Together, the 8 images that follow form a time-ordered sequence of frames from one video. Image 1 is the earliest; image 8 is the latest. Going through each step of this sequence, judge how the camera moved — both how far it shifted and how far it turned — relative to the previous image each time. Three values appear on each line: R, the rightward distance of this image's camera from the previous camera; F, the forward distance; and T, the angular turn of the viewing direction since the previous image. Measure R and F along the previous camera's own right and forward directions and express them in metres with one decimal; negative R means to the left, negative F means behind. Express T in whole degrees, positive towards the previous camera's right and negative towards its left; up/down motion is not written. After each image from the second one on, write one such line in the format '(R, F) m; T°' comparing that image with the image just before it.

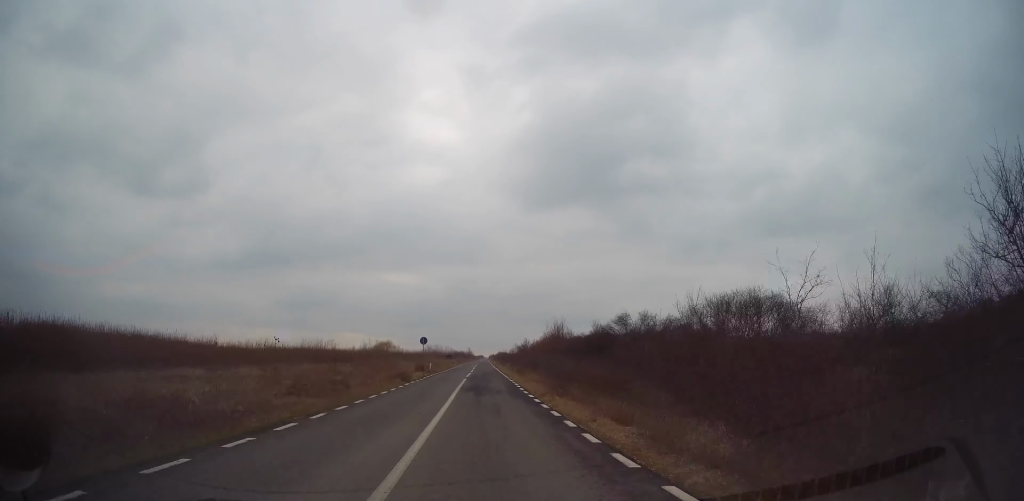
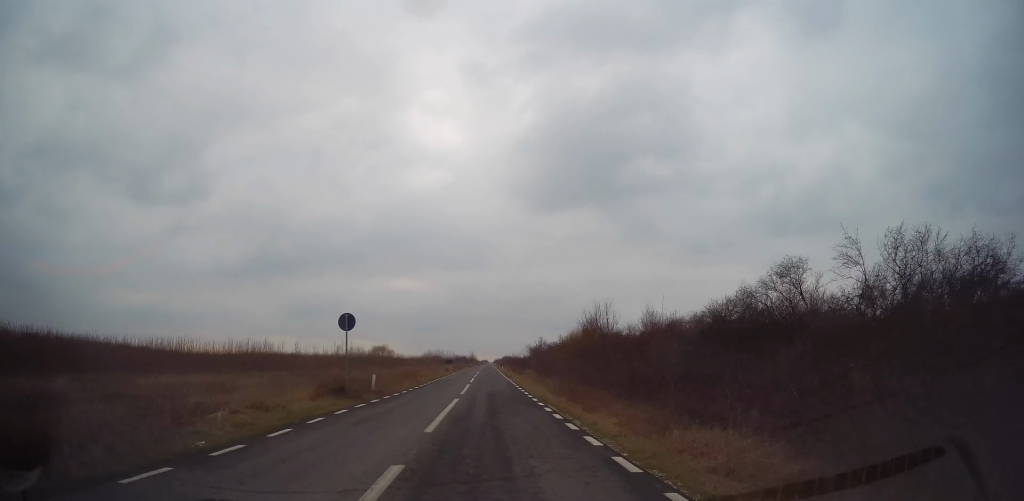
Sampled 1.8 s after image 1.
(+0.7, +23.6) m; +1°
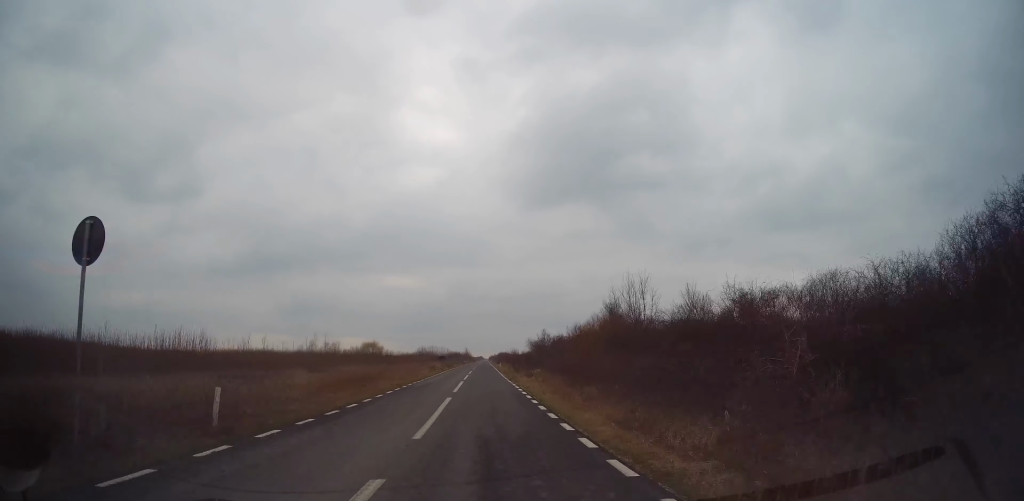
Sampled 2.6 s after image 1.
(-0.3, +12.3) m; 0°
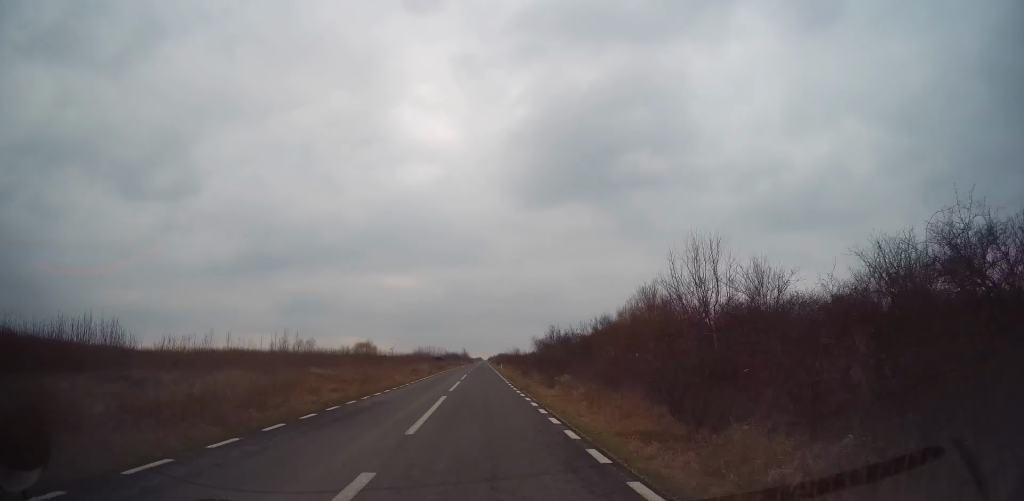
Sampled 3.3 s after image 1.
(-0.1, +11.3) m; 0°
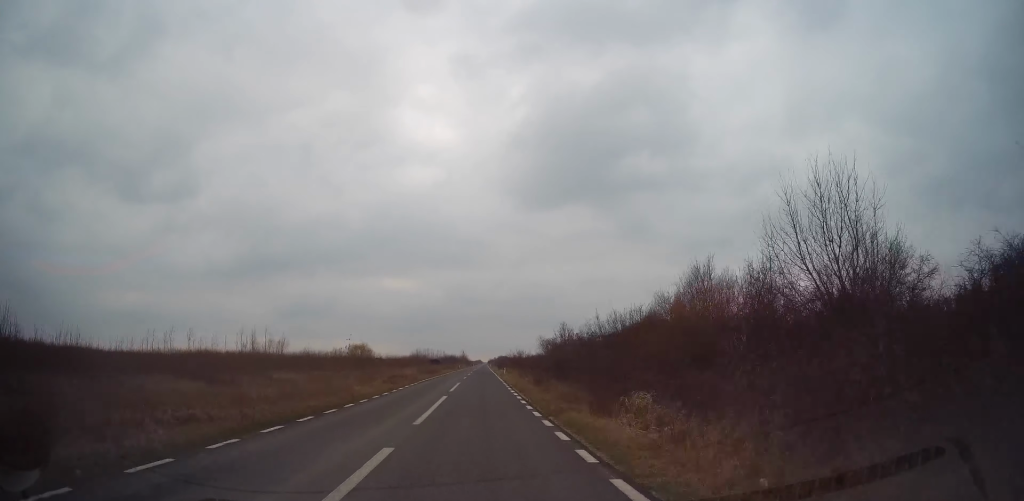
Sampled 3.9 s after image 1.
(+0.4, +9.6) m; 0°
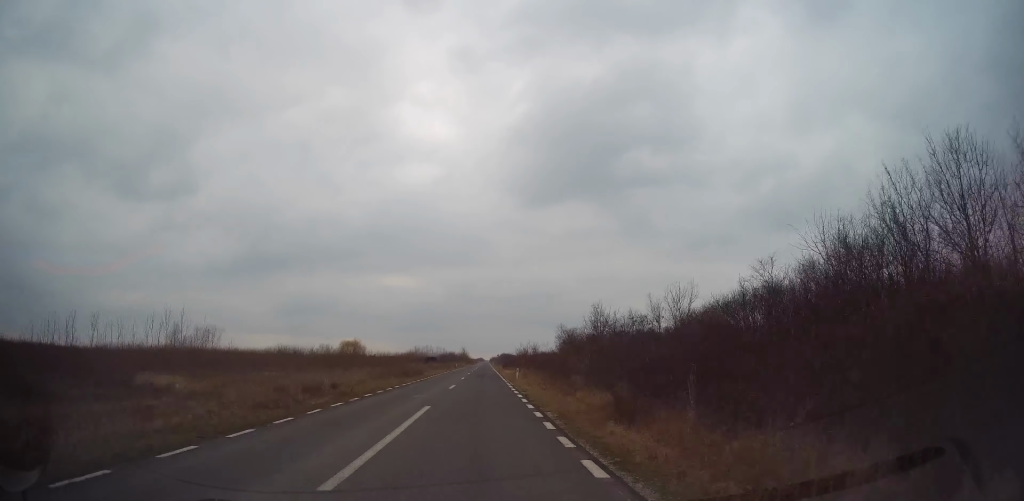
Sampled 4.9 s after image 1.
(-0.6, +16.9) m; 0°
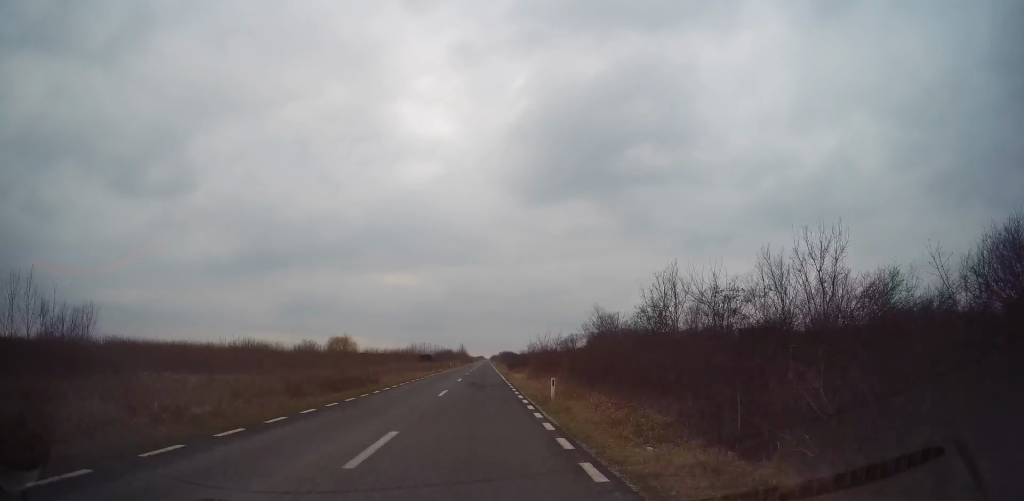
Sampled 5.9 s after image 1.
(+0.5, +16.5) m; +1°
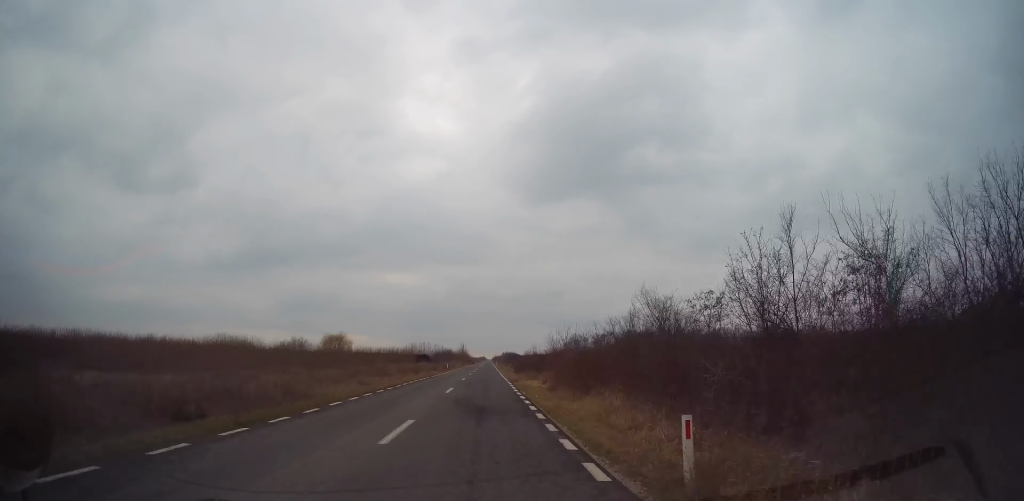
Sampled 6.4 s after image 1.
(-0.1, +10.3) m; 0°
